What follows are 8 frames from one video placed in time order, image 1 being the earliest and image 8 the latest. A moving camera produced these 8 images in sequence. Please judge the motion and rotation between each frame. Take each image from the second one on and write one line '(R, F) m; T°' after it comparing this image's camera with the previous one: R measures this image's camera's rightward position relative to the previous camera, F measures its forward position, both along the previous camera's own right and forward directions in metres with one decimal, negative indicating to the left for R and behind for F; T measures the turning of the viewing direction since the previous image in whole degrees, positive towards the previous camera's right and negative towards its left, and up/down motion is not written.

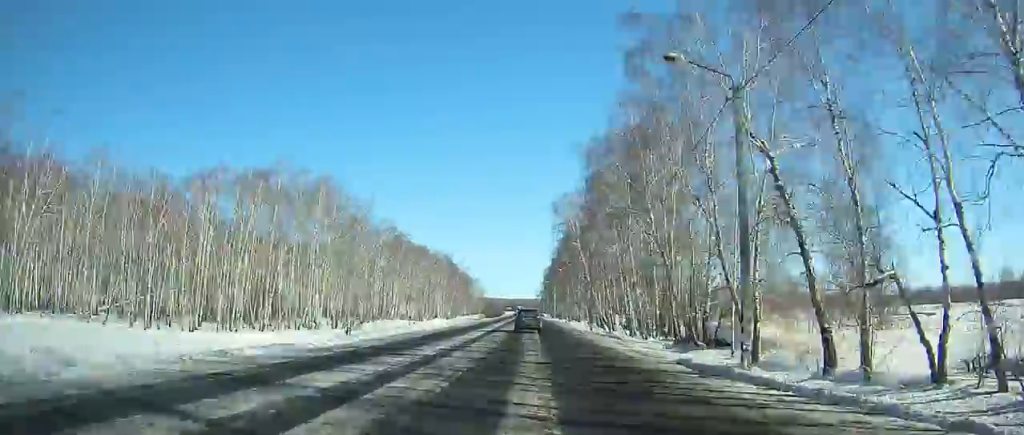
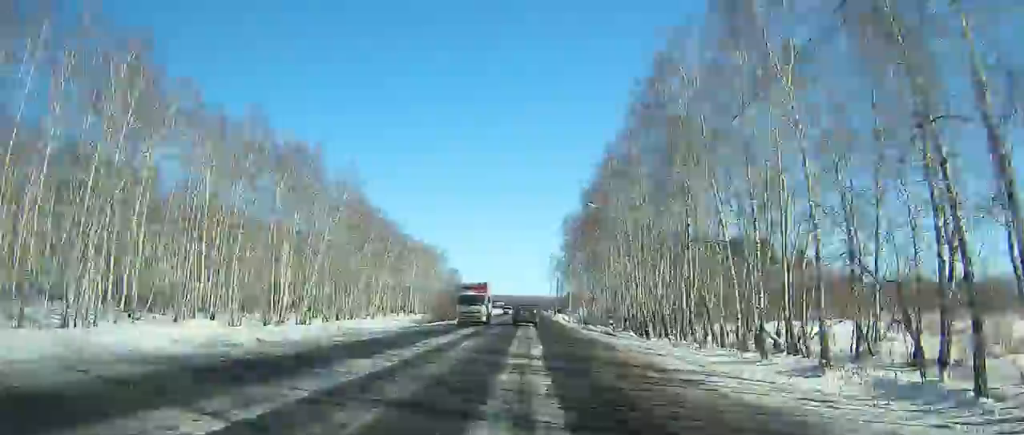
(-4.0, +115.8) m; -9°
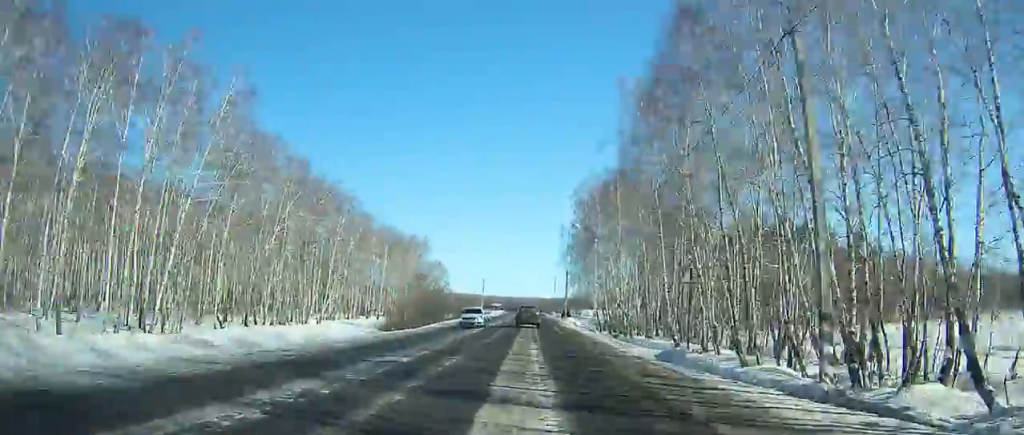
(0.0, +26.7) m; 0°
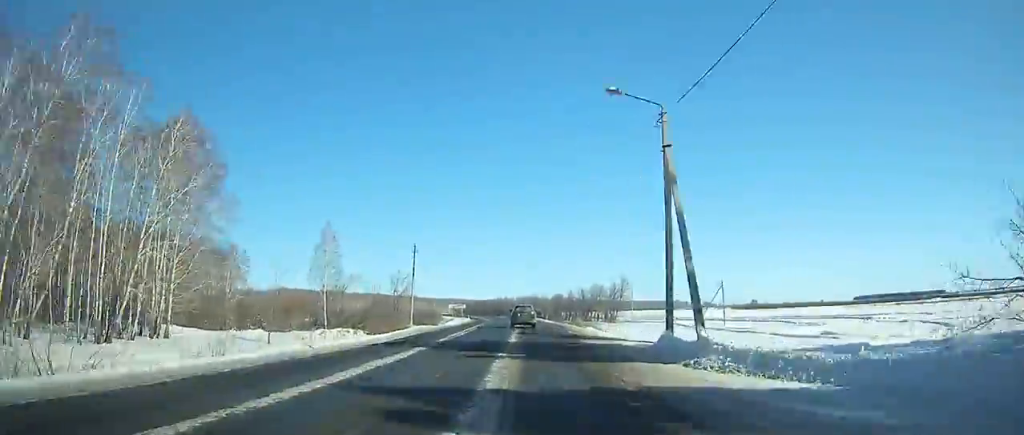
(+0.4, +103.6) m; -2°
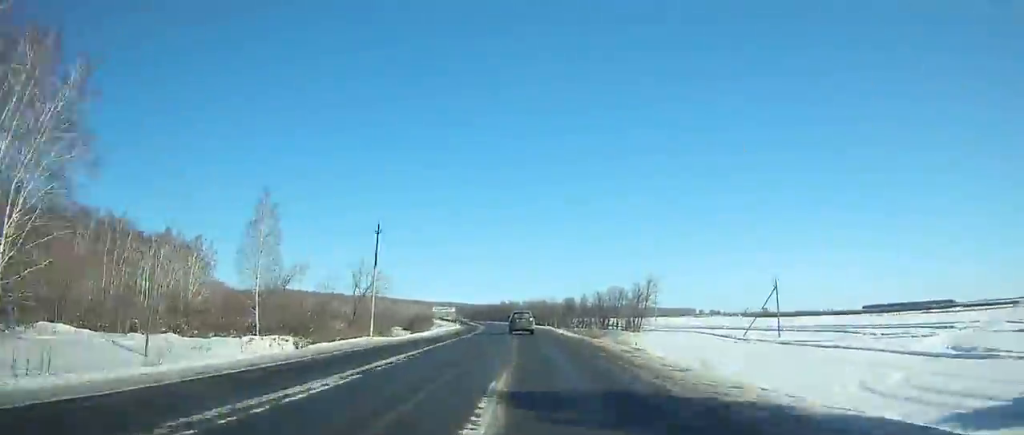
(+1.6, +23.0) m; -5°
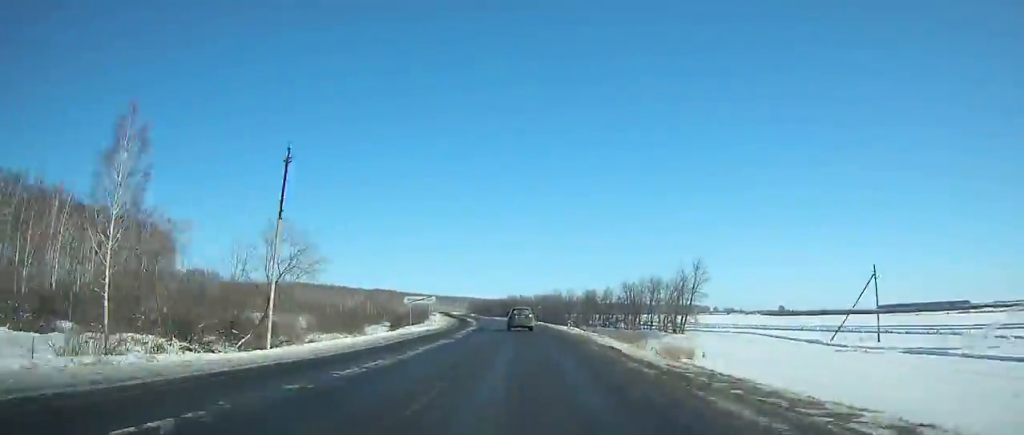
(+1.3, +22.6) m; -3°
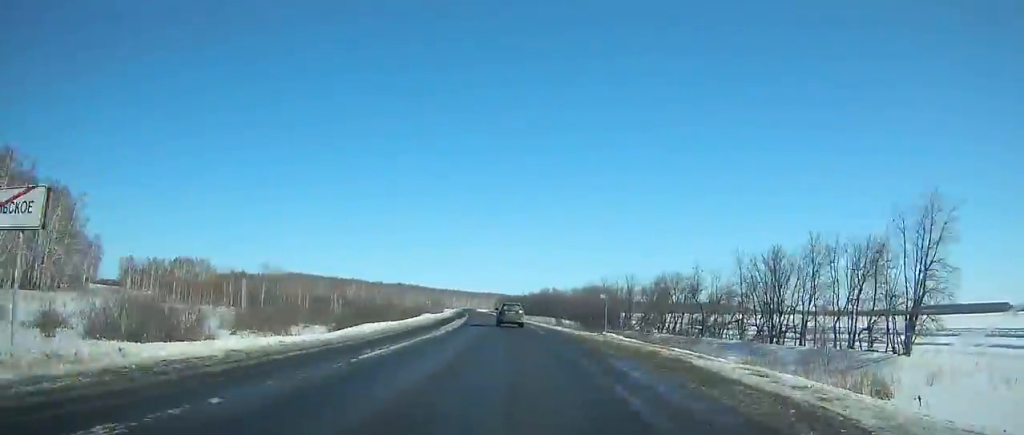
(-10.8, +32.0) m; +5°
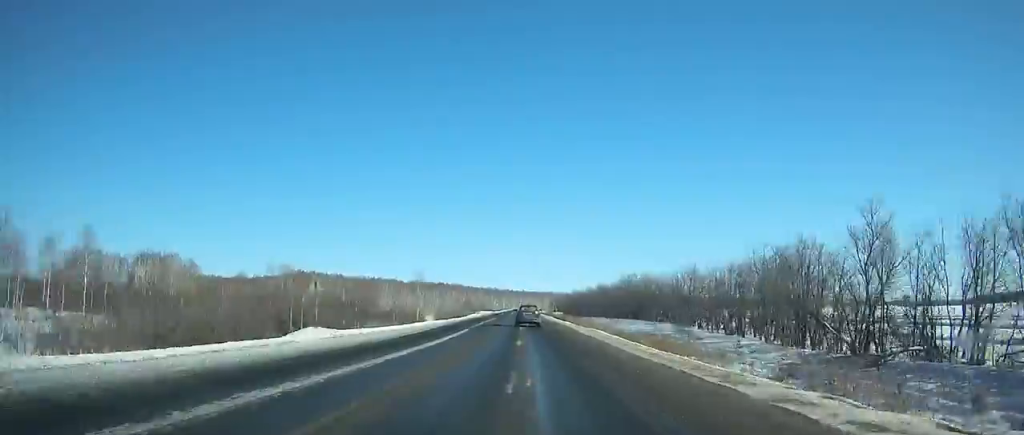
(+16.8, +89.6) m; +5°
